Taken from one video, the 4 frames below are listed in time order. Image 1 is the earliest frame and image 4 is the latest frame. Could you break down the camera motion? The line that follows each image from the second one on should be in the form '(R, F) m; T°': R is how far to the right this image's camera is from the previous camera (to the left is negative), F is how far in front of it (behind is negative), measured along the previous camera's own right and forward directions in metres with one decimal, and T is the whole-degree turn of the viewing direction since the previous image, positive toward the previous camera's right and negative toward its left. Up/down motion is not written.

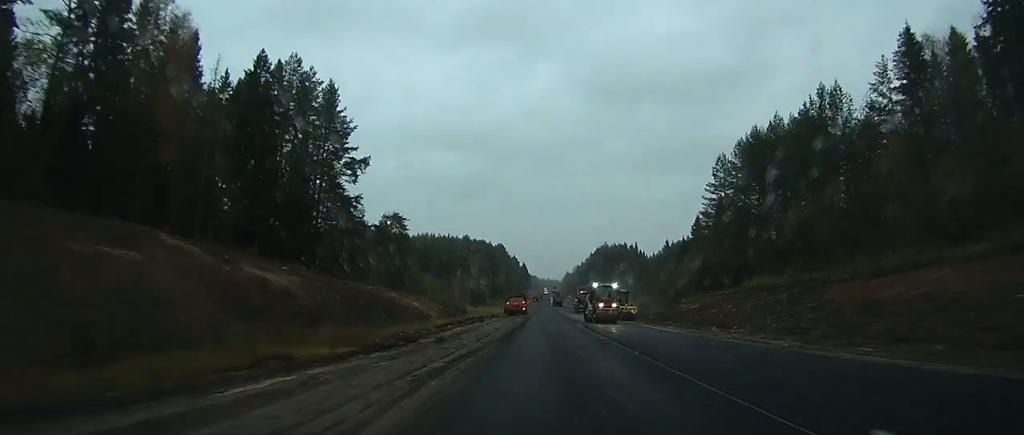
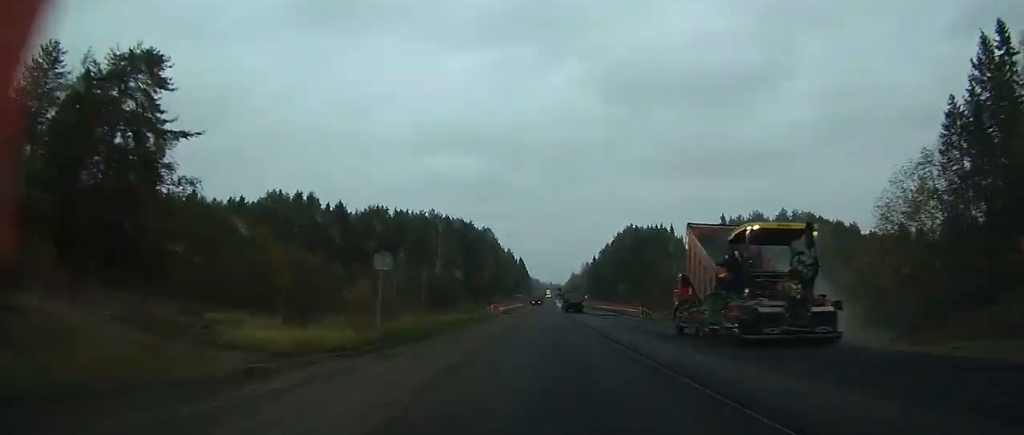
(-0.1, +93.8) m; -1°
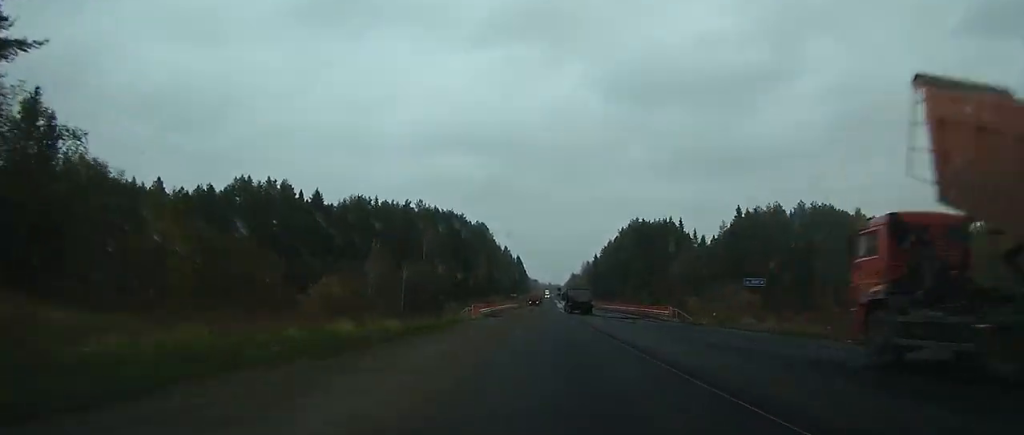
(-0.3, +17.0) m; -1°
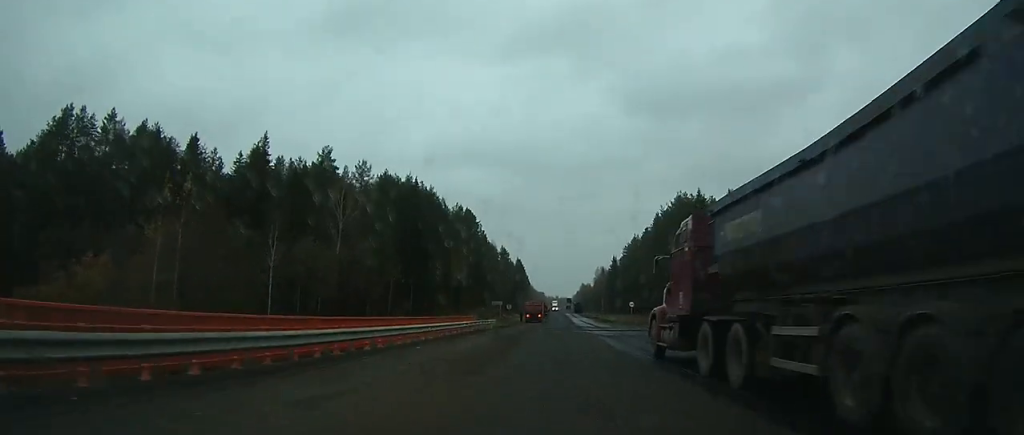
(-1.5, +62.9) m; -2°
